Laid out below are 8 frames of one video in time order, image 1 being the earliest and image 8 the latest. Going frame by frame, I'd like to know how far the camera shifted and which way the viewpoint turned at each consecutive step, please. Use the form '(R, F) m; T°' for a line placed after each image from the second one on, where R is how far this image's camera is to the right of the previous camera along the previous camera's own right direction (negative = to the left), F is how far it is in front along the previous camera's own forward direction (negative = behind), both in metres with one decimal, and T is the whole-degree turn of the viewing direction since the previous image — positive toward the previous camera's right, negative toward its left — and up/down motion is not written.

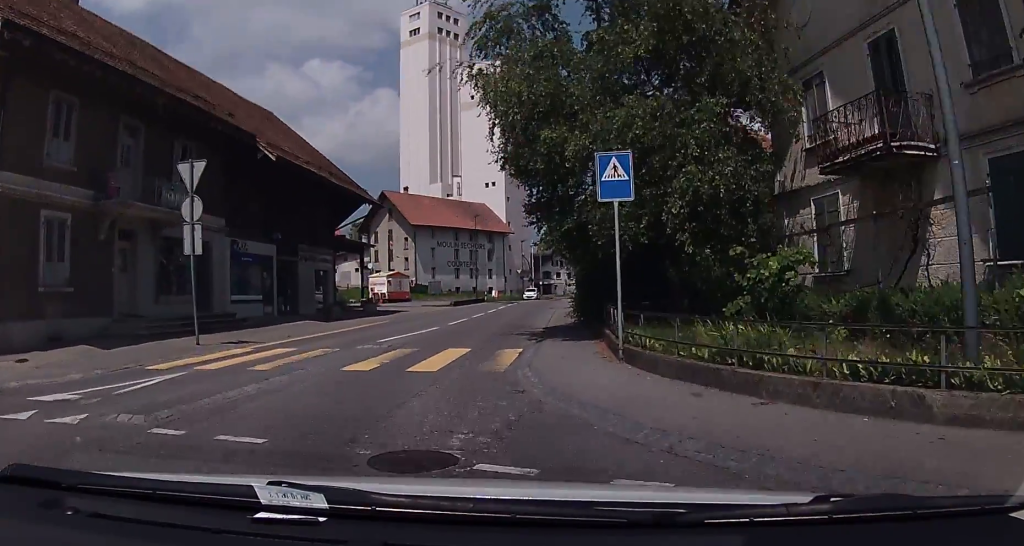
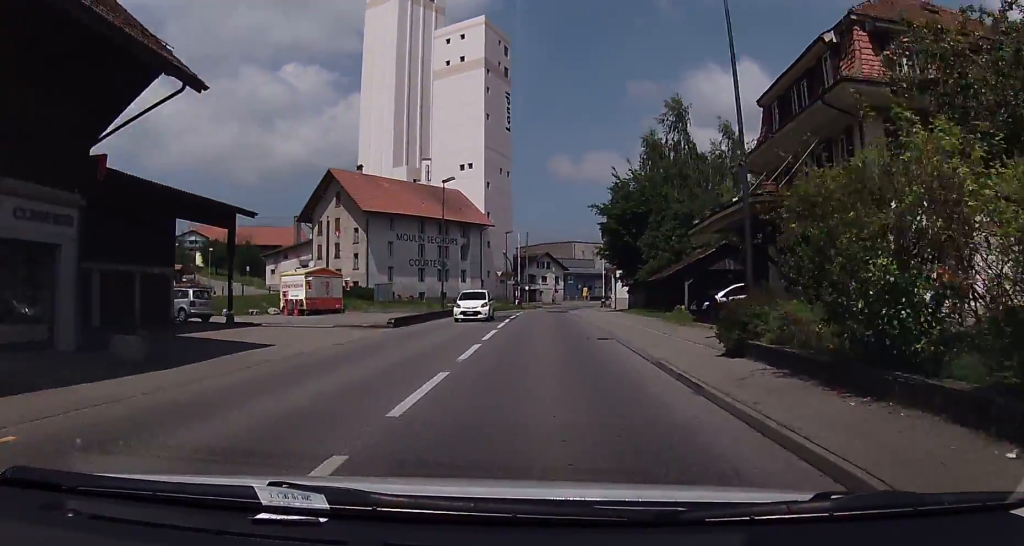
(-1.8, +23.0) m; +1°
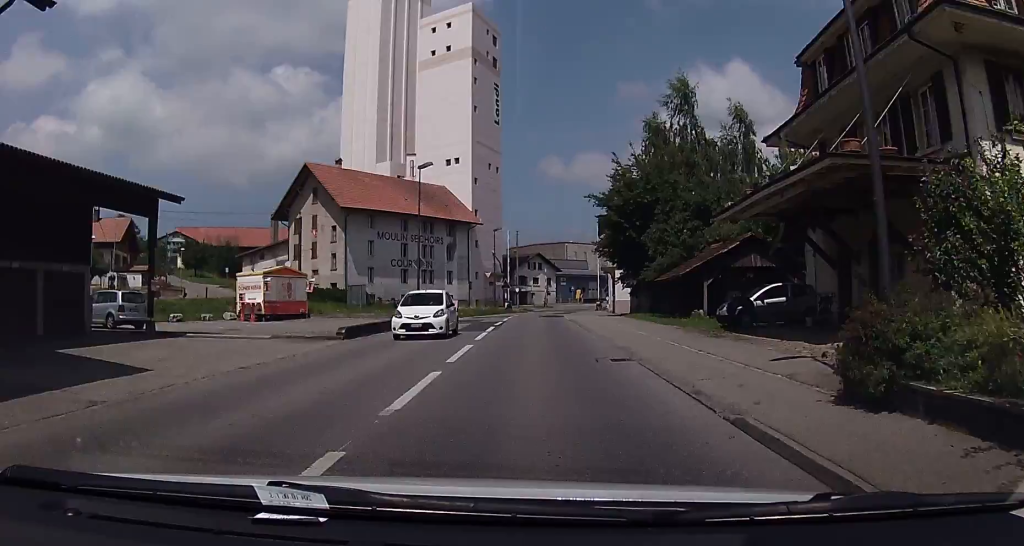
(0.0, +5.7) m; 0°
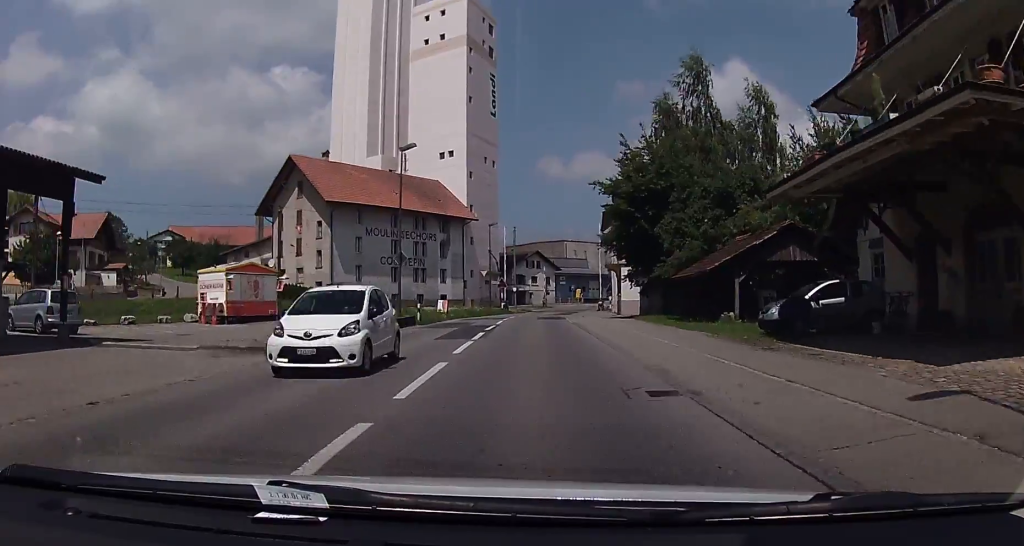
(0.0, +4.6) m; 0°
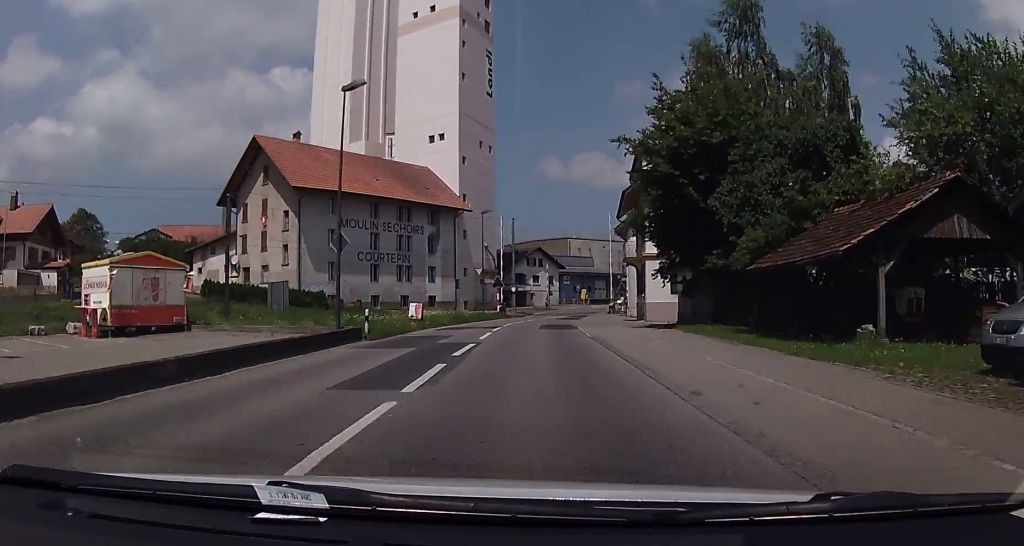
(+0.1, +10.3) m; +1°
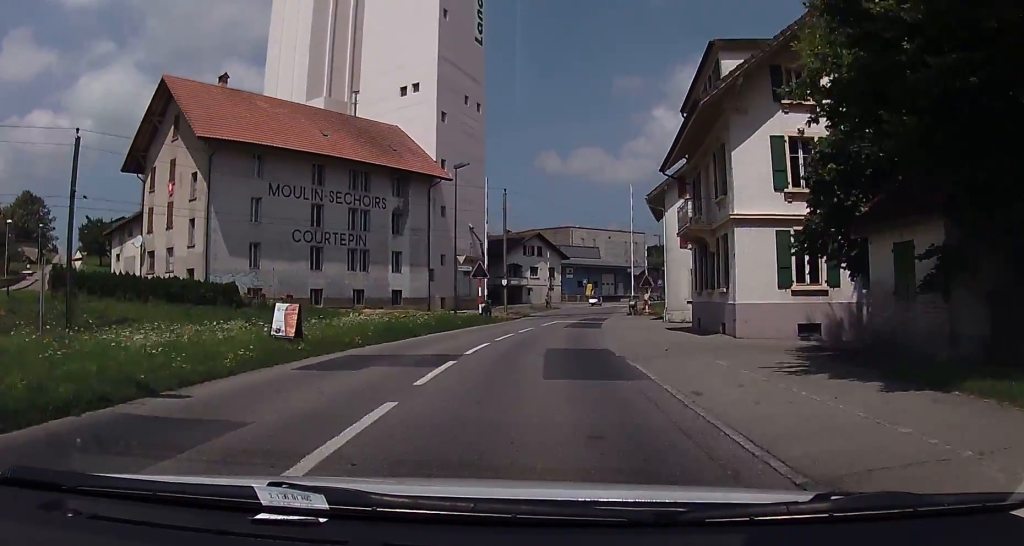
(+0.2, +17.8) m; +1°
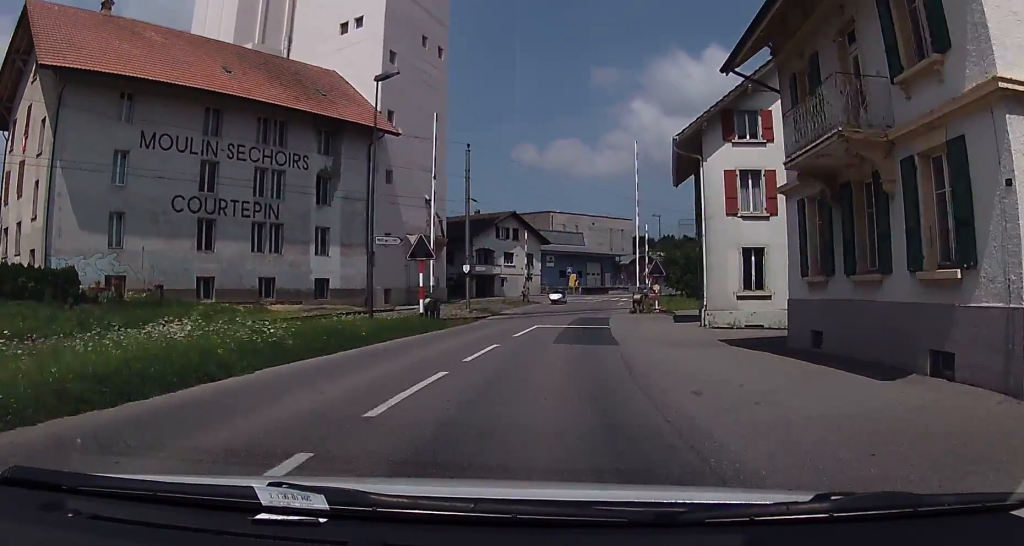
(+0.1, +14.5) m; +2°
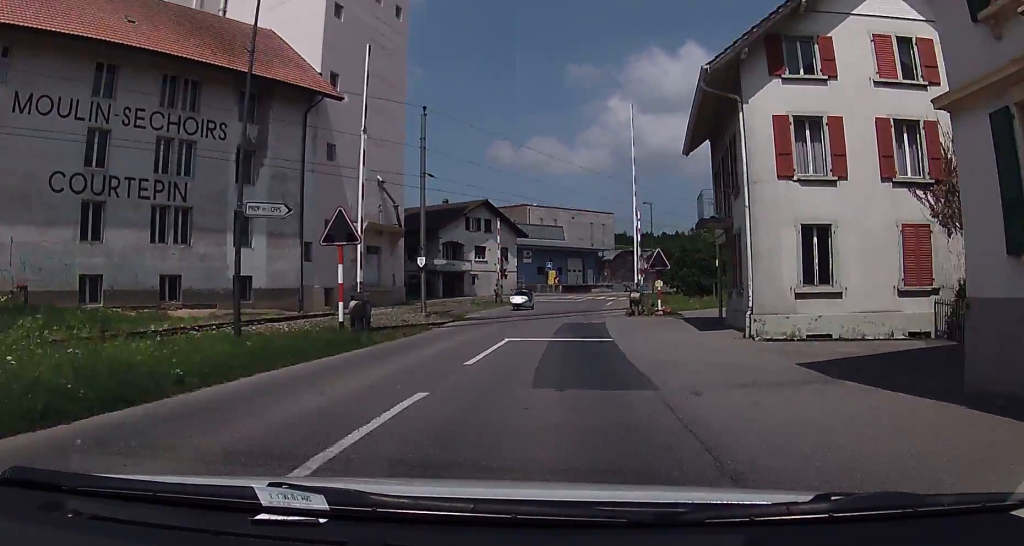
(+0.2, +8.6) m; +1°
